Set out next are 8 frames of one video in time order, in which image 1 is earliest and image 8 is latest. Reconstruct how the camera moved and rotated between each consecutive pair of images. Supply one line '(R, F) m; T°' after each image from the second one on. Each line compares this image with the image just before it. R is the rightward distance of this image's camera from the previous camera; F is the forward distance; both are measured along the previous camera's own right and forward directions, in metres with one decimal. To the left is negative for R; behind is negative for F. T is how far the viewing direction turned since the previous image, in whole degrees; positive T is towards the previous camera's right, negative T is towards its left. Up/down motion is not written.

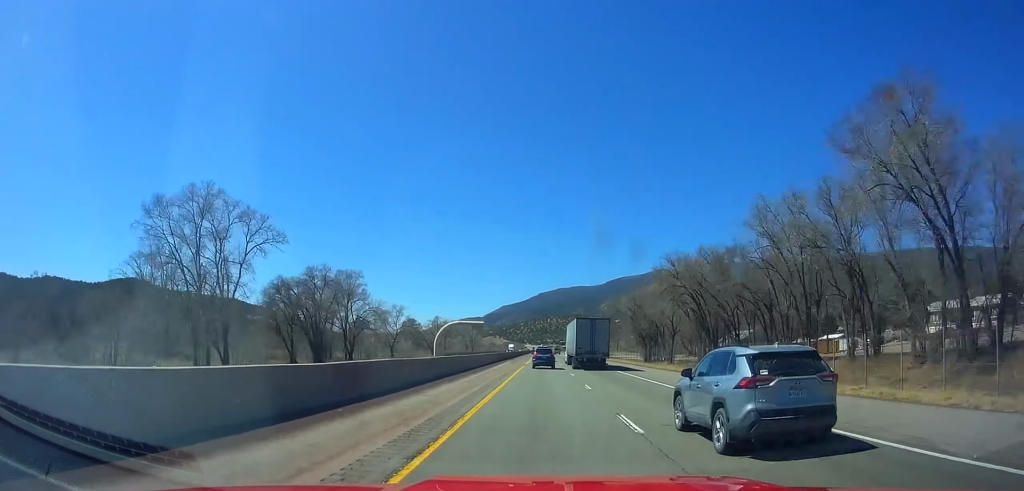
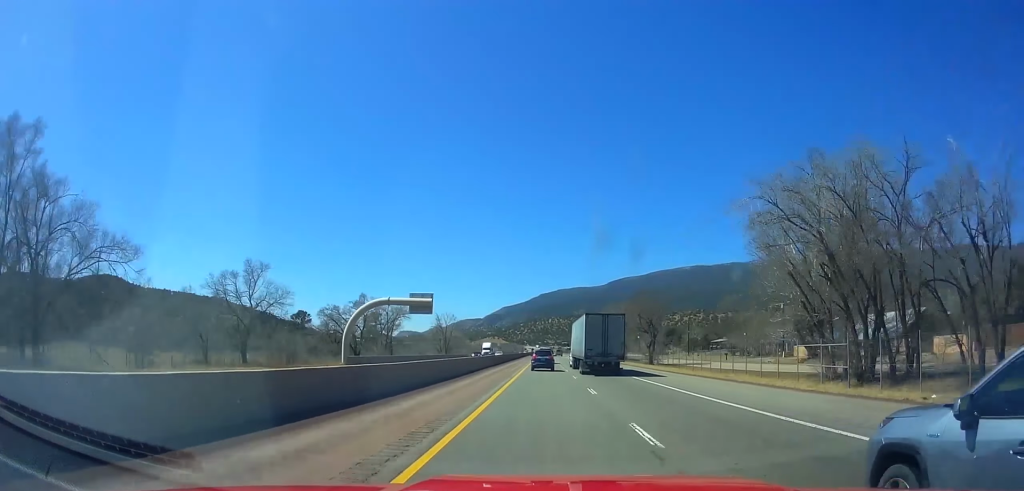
(+0.1, +62.5) m; 0°
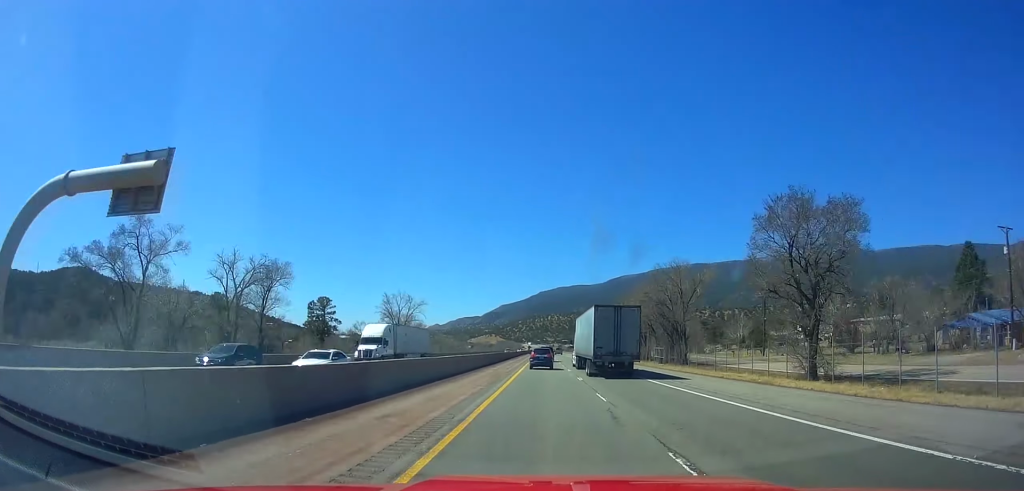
(+0.1, +52.5) m; 0°
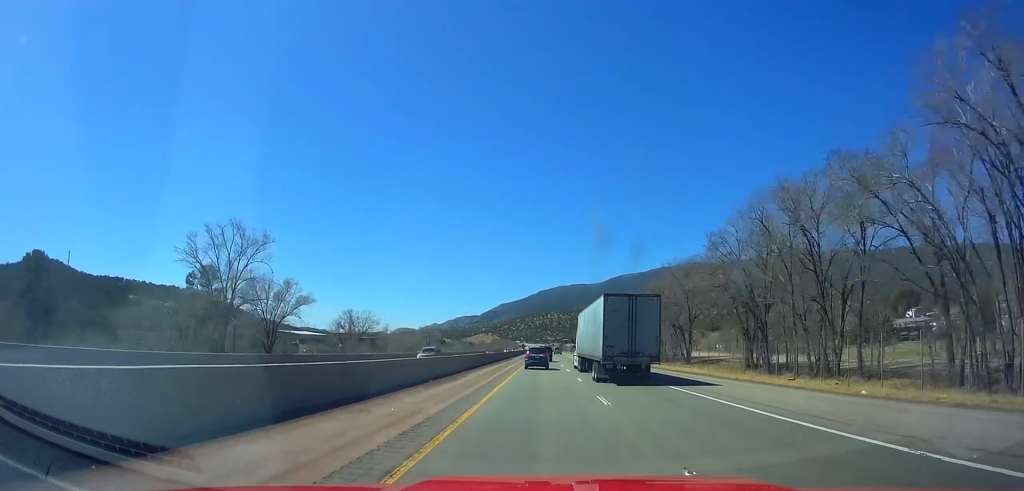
(0.0, +62.0) m; 0°
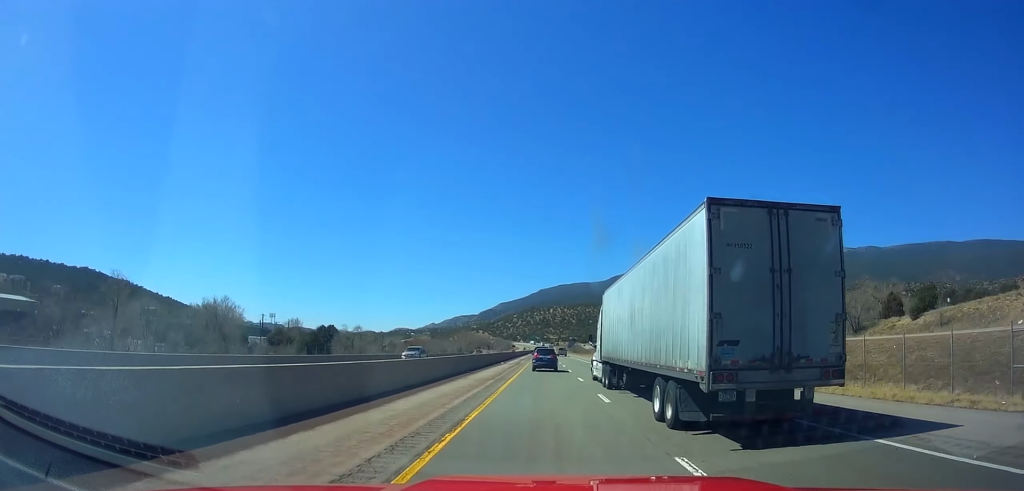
(-0.7, +193.0) m; 0°
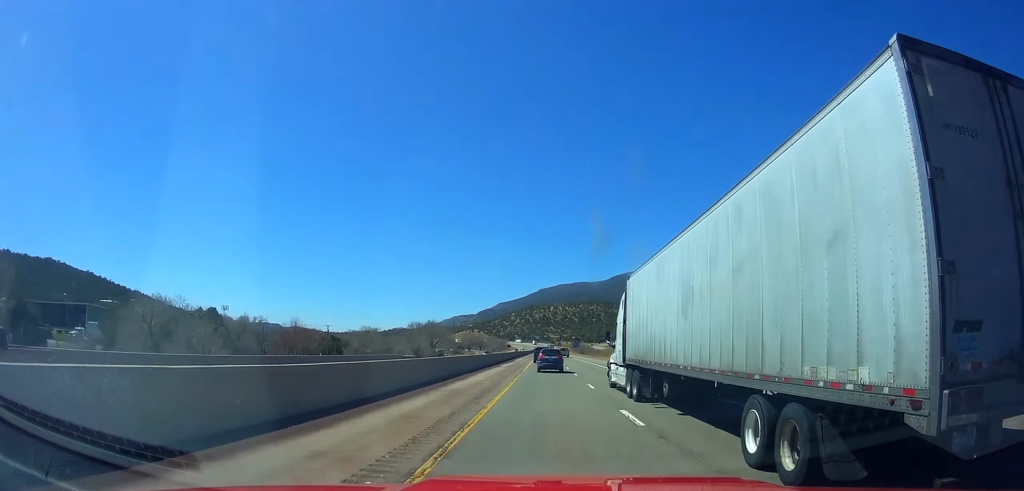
(-0.5, +65.7) m; 0°
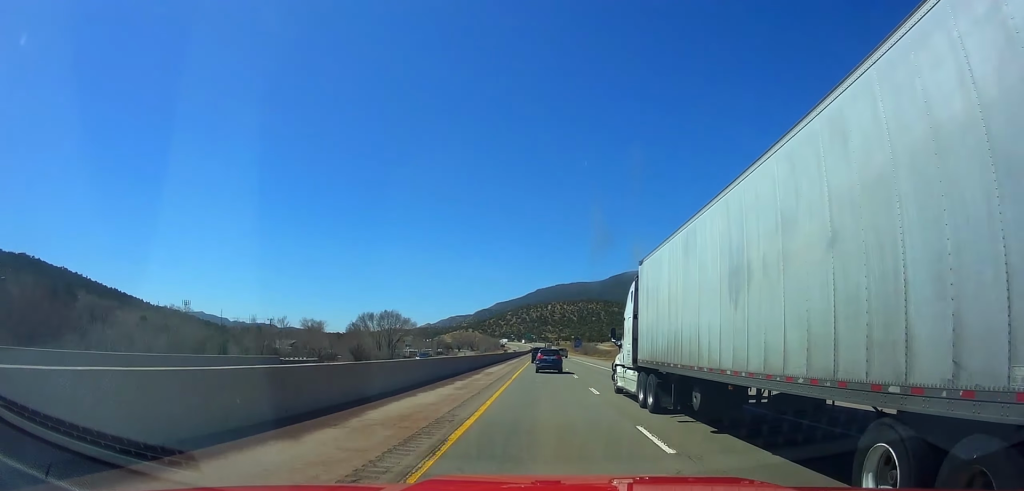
(+0.3, +39.5) m; 0°
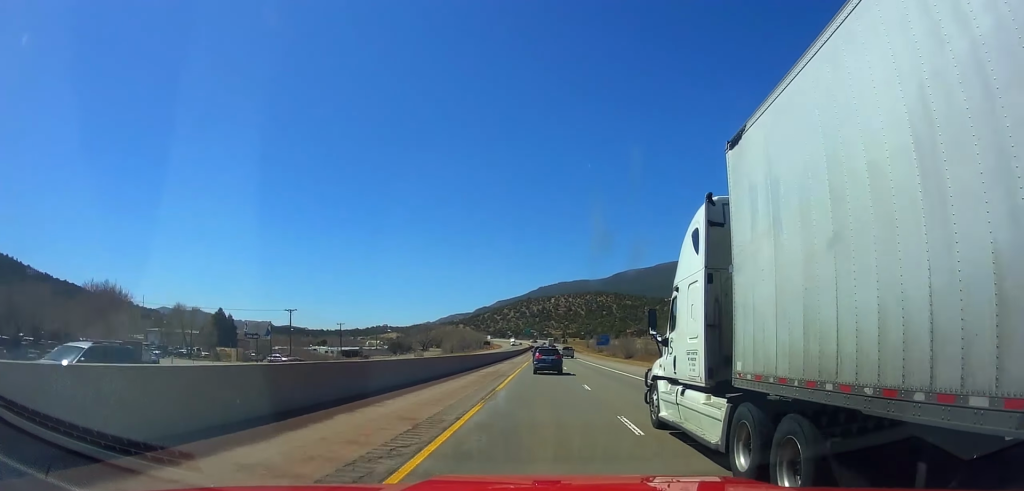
(+0.5, +118.4) m; 0°
